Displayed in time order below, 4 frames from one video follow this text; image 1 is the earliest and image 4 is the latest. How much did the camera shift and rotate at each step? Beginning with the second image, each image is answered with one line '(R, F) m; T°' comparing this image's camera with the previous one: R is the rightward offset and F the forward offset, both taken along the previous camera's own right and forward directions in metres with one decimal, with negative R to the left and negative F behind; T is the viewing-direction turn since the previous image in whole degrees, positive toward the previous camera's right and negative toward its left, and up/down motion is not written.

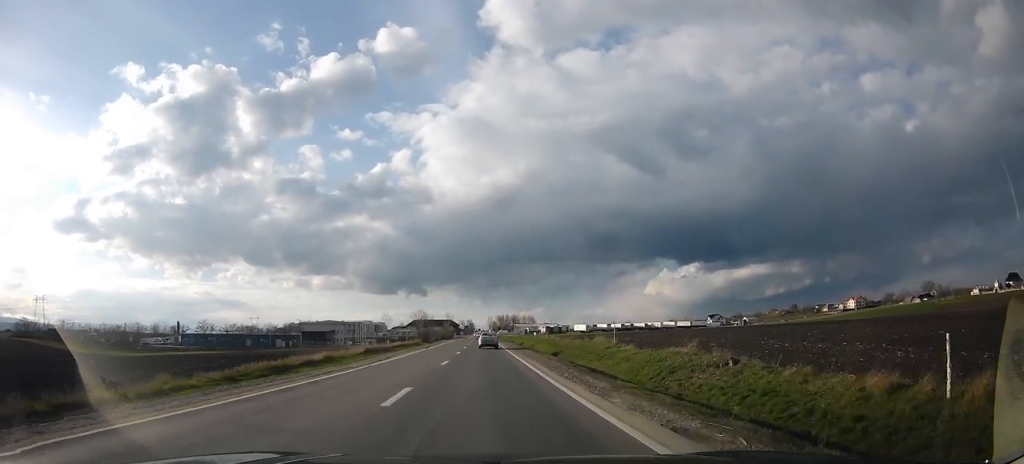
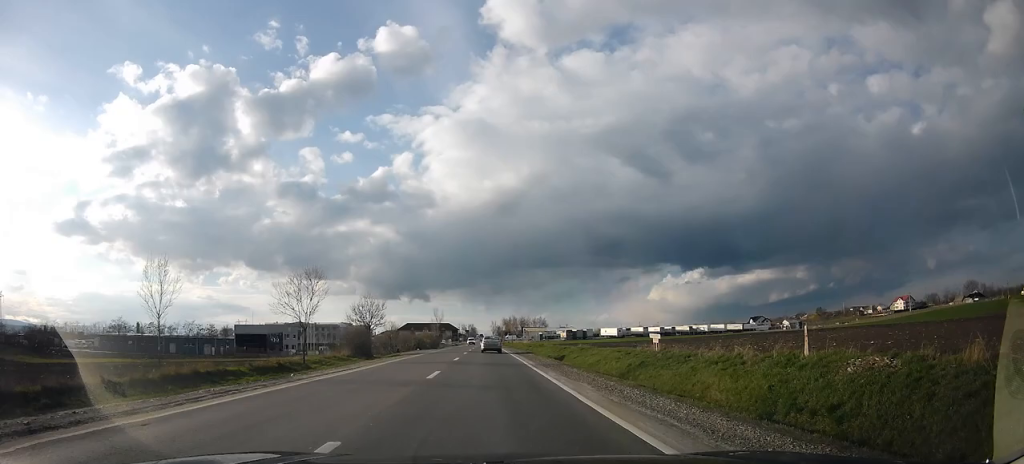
(-1.6, +55.4) m; +1°
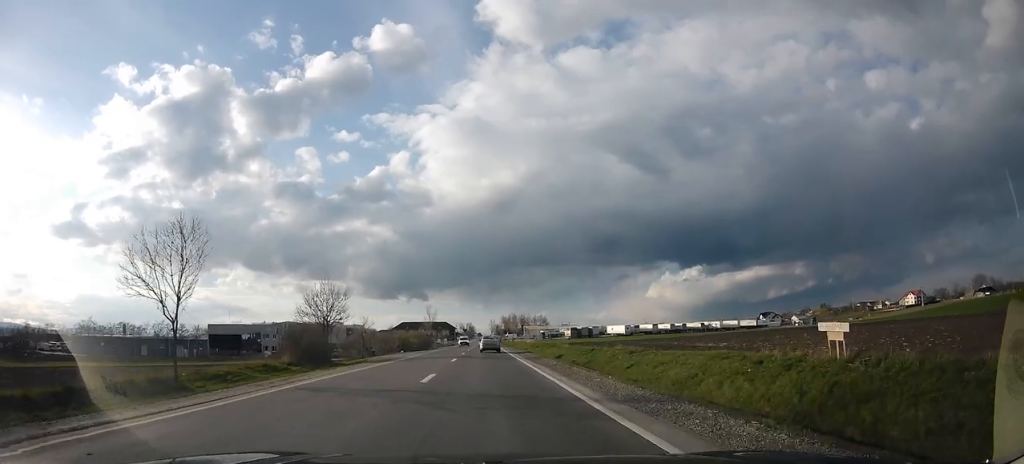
(+1.1, +14.1) m; 0°
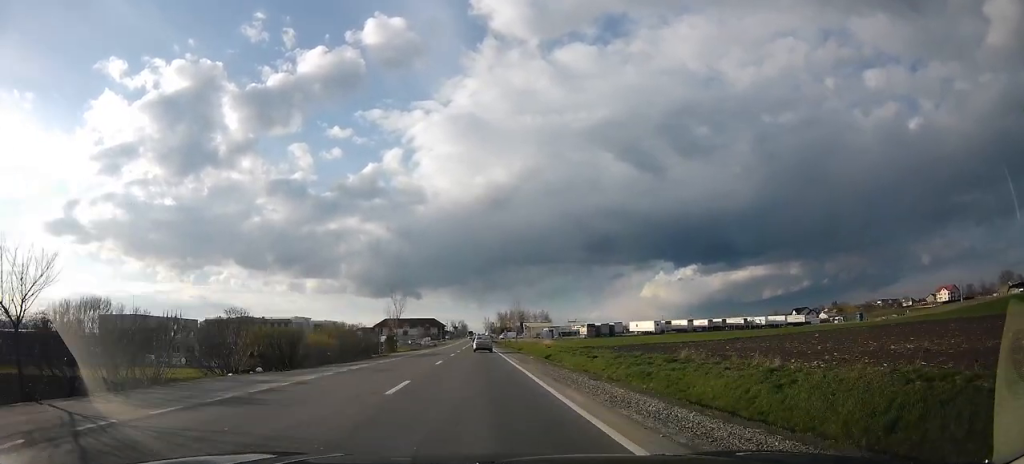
(-3.5, +38.7) m; -3°
